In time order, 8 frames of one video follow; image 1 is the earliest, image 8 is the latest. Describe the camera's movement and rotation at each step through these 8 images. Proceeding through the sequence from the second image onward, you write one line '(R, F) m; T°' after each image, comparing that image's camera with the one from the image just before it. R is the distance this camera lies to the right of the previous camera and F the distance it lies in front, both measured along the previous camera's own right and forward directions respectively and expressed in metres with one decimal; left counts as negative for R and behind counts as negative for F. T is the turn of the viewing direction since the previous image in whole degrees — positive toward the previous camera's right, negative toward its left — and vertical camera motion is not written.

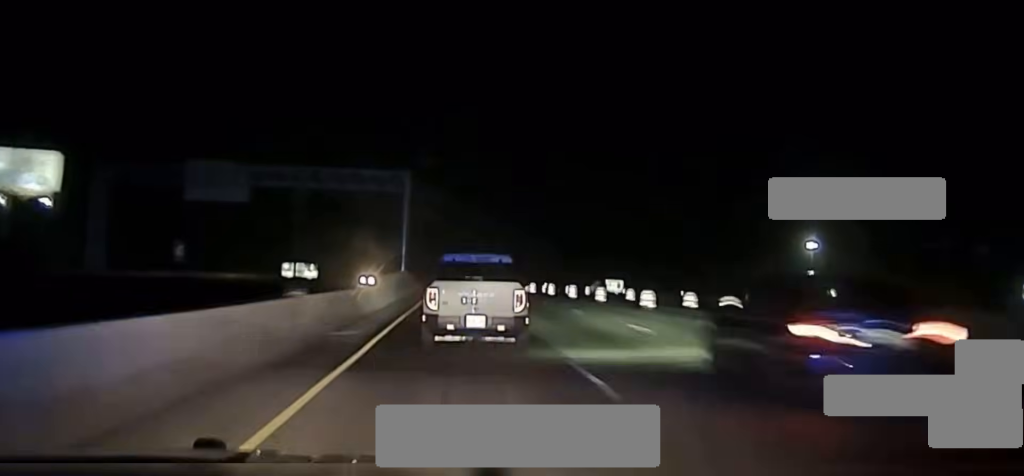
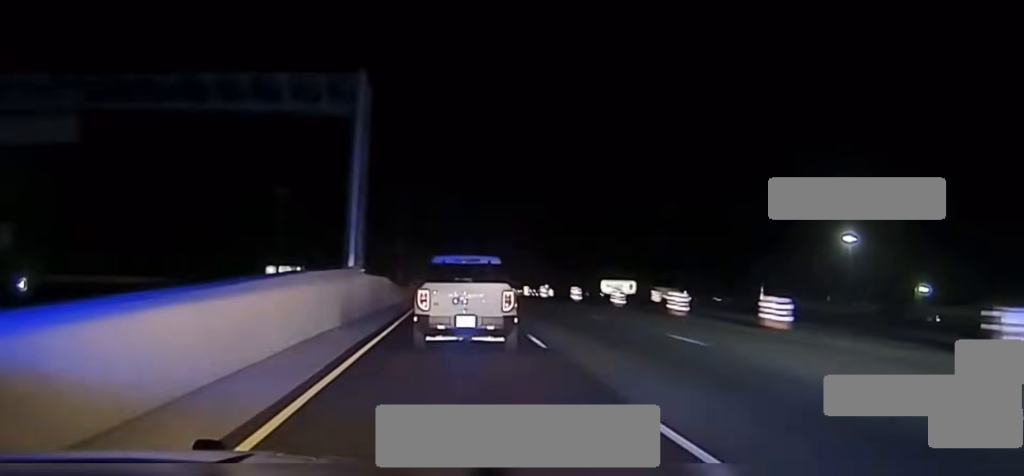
(-0.1, +27.7) m; 0°
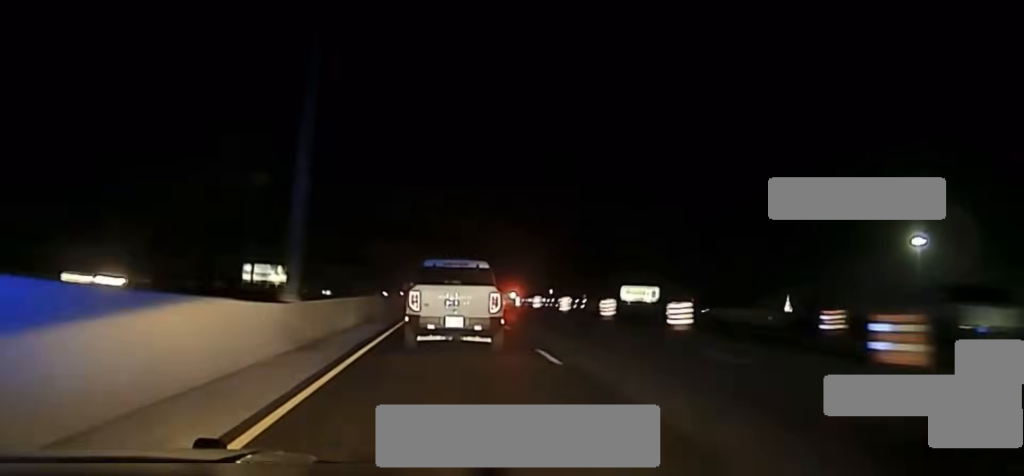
(-0.2, +36.8) m; 0°
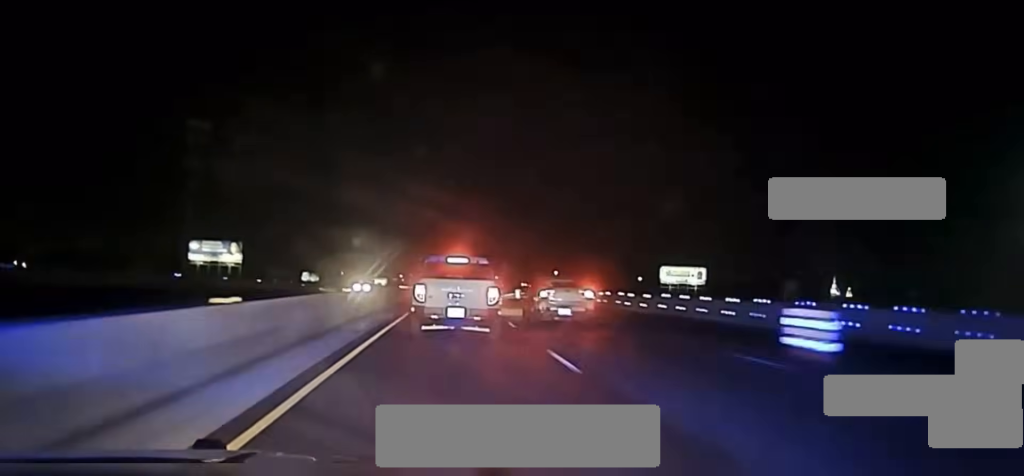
(+0.5, +57.5) m; +1°
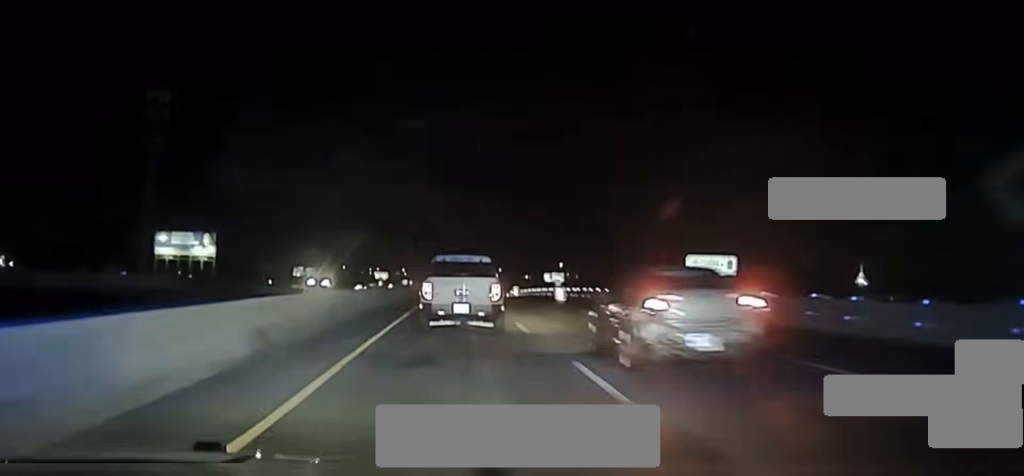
(0.0, +25.6) m; 0°
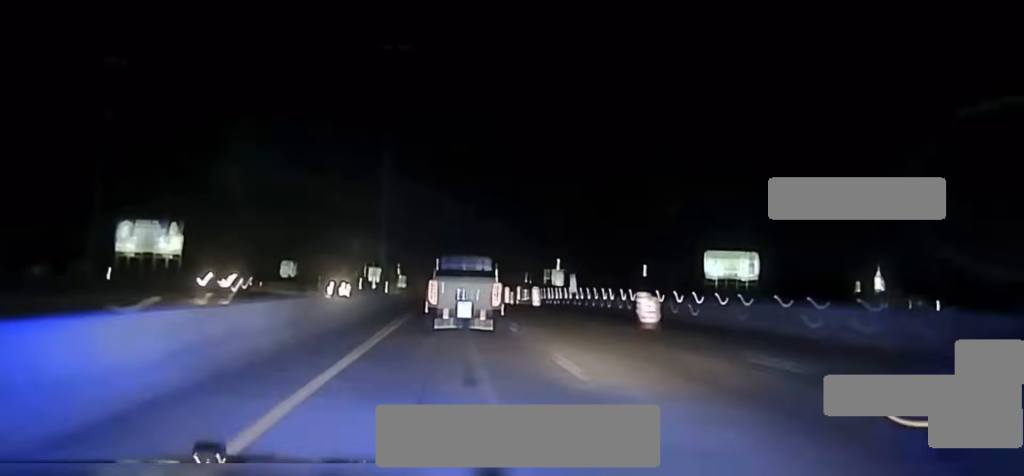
(0.0, +24.2) m; 0°
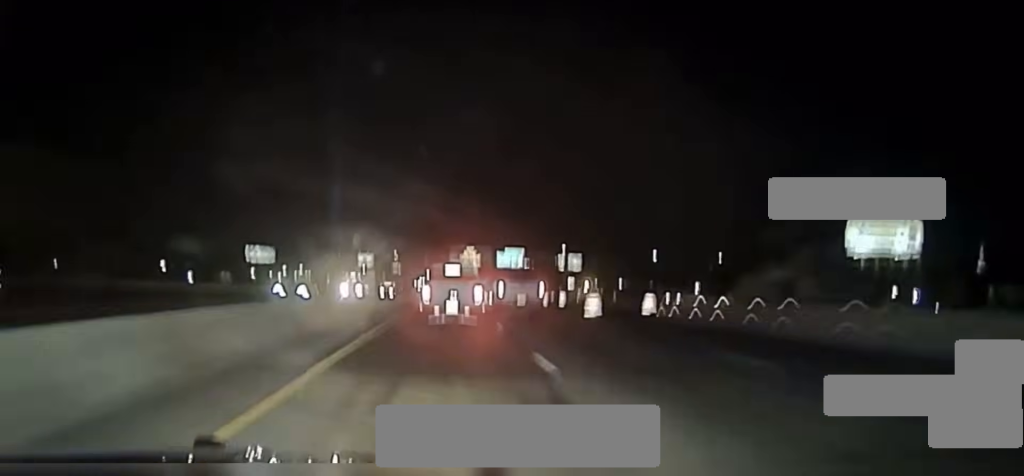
(-0.1, +90.2) m; 0°
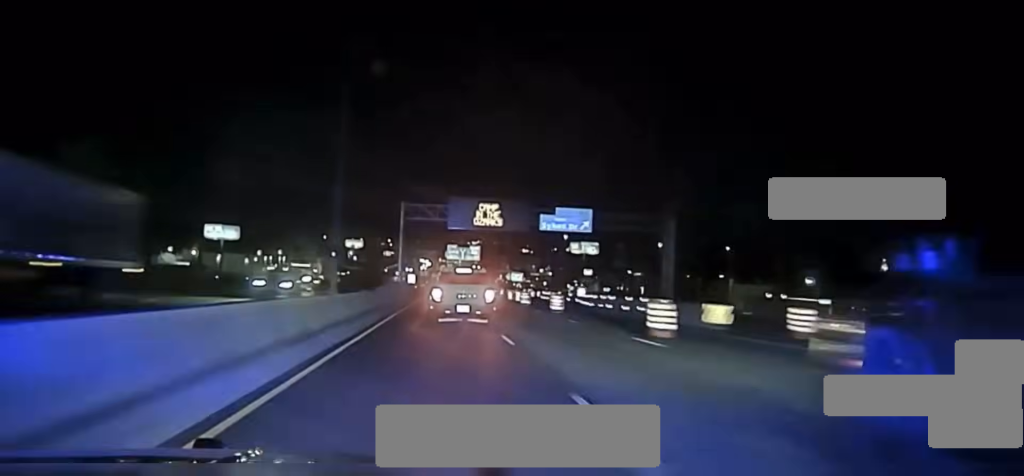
(0.0, +68.1) m; 0°
